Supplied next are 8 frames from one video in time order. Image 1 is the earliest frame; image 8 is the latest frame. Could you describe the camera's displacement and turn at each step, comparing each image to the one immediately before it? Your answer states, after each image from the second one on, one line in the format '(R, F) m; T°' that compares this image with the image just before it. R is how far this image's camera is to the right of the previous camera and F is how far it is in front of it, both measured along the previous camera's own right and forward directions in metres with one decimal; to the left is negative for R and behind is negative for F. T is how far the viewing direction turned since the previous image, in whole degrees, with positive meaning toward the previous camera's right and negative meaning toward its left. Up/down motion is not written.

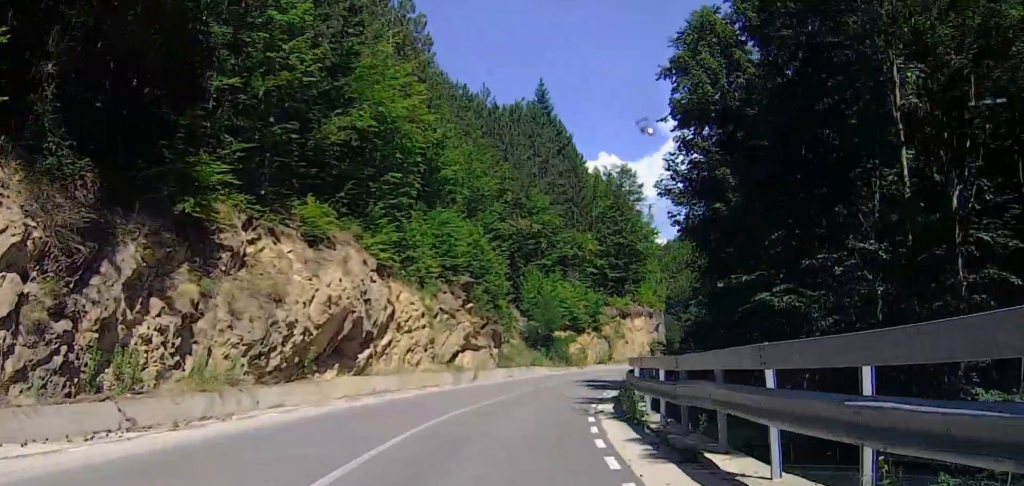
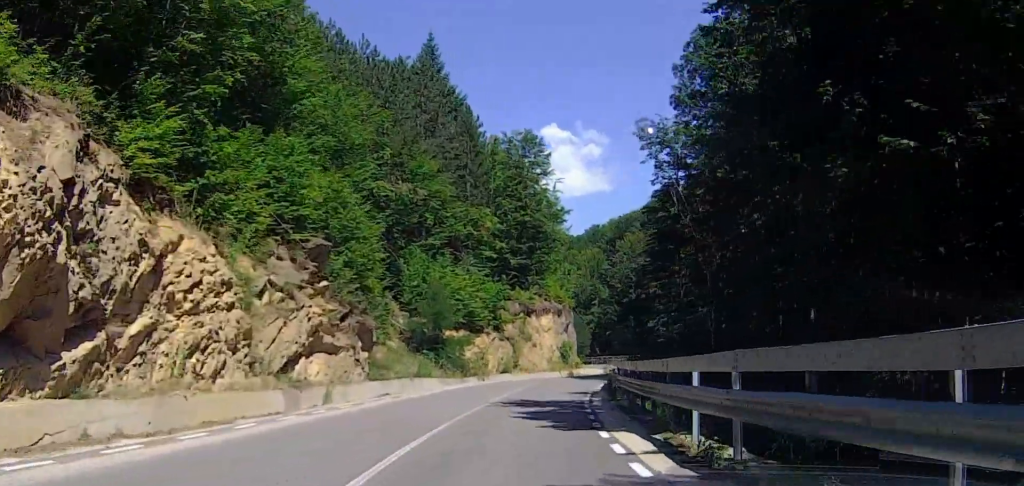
(+0.6, +15.3) m; +7°
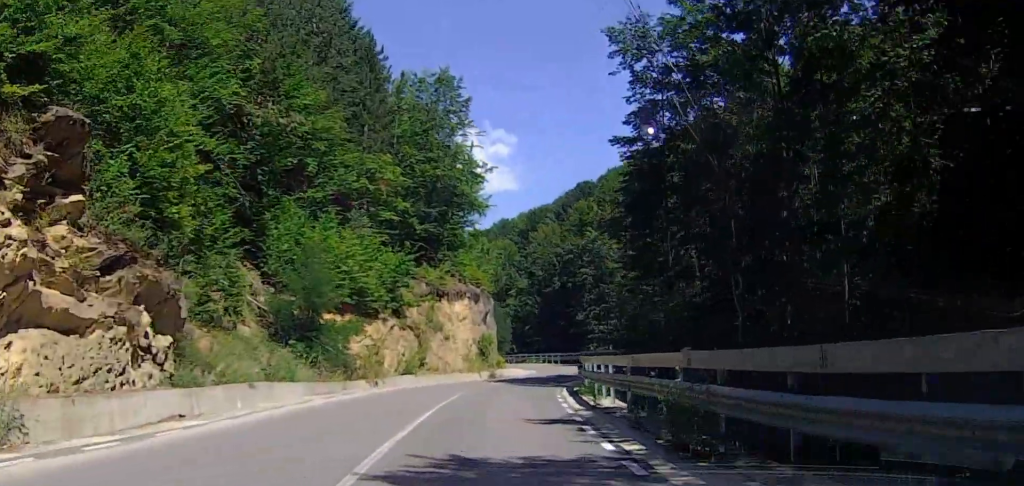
(+1.2, +14.2) m; +10°
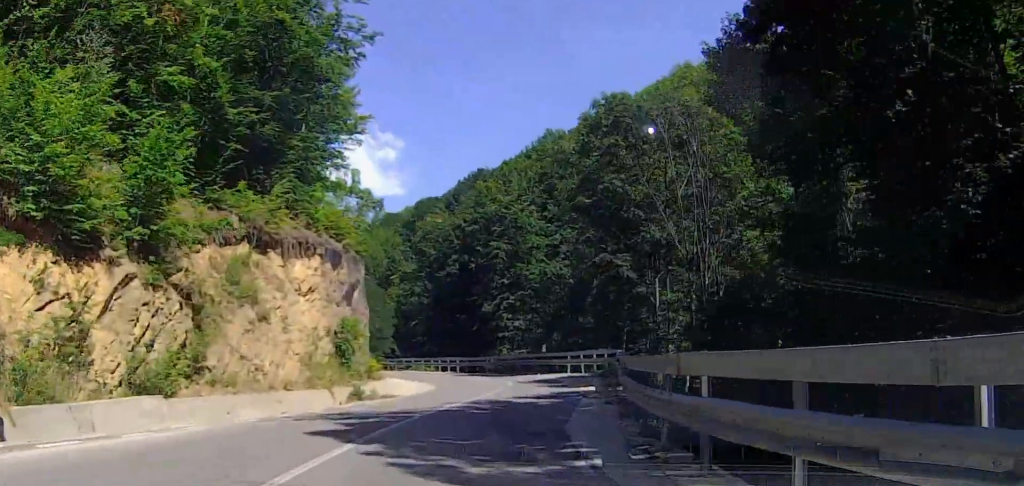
(+2.3, +21.5) m; +10°
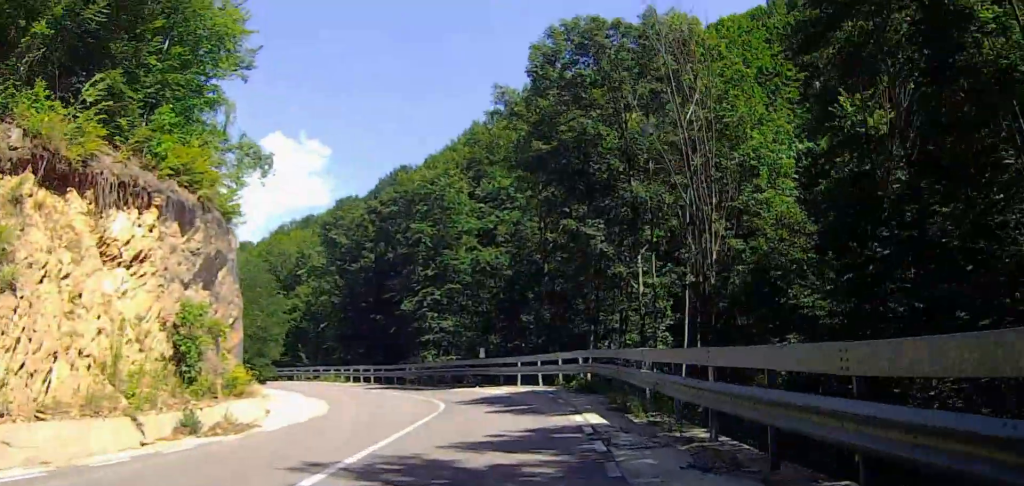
(0.0, +10.7) m; +4°
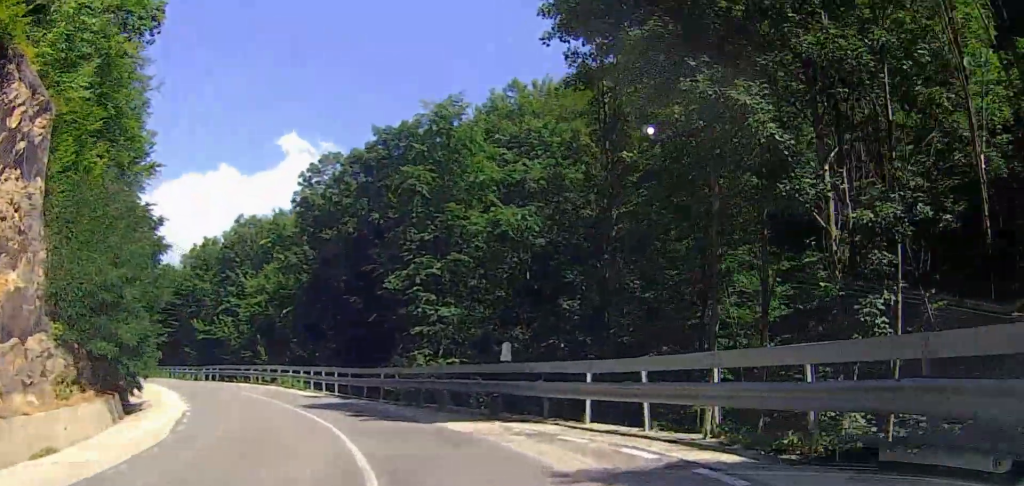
(+0.9, +16.0) m; -2°
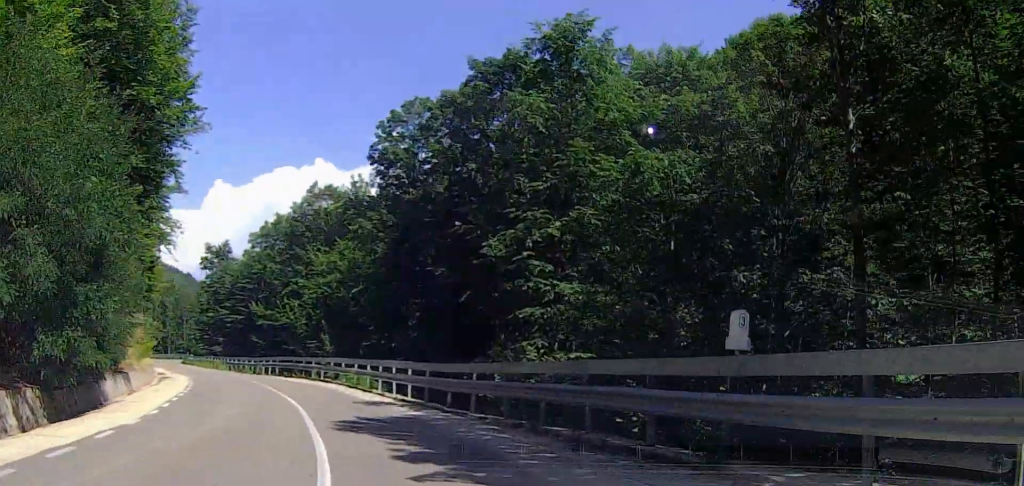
(-0.6, +9.2) m; -6°
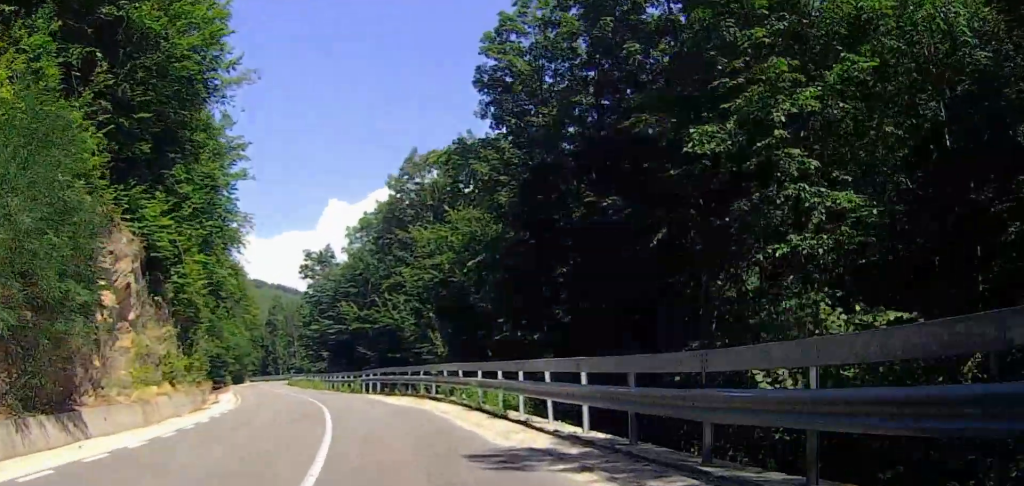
(-0.2, +11.5) m; -12°
